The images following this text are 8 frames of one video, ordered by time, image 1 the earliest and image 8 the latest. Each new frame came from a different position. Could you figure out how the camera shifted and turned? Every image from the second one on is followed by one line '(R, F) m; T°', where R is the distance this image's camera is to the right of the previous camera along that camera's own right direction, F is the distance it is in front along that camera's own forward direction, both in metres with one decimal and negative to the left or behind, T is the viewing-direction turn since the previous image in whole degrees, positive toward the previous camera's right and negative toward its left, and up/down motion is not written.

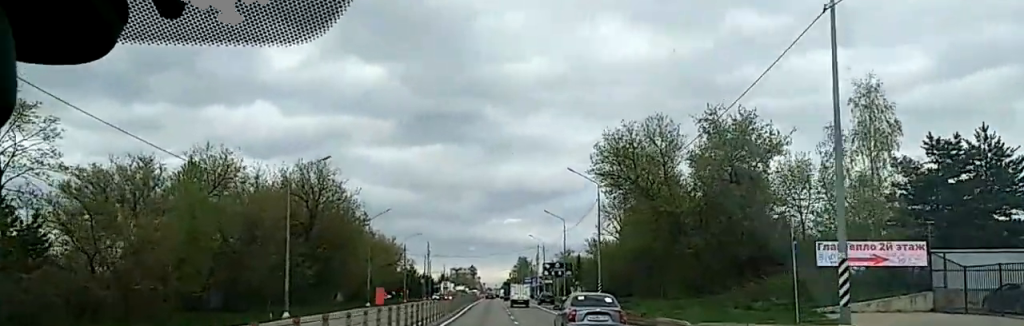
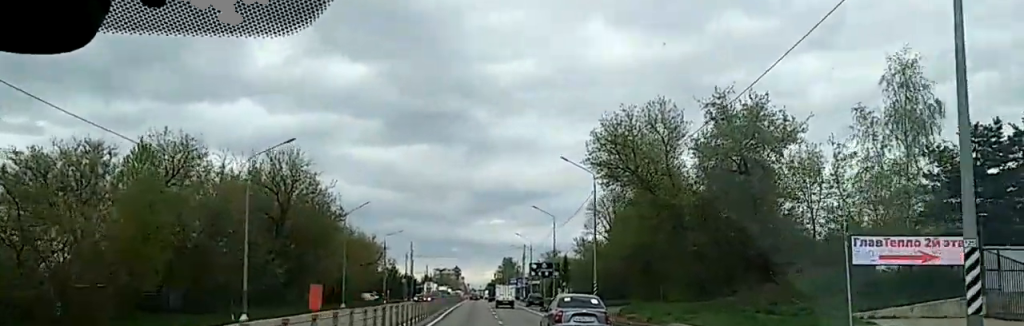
(-0.2, +5.8) m; 0°
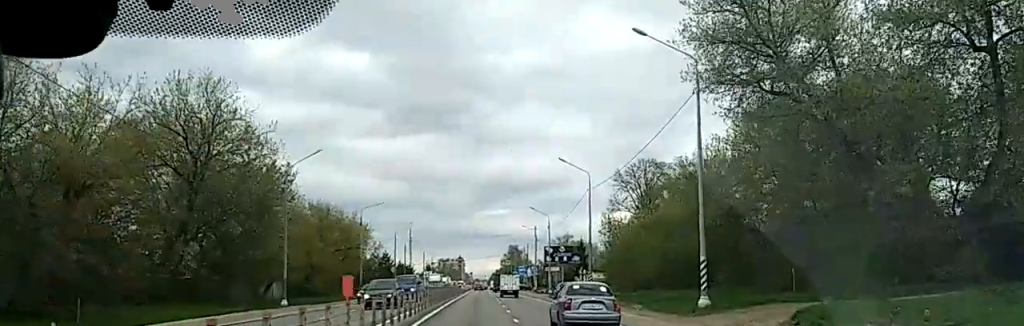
(+0.4, +27.6) m; +1°
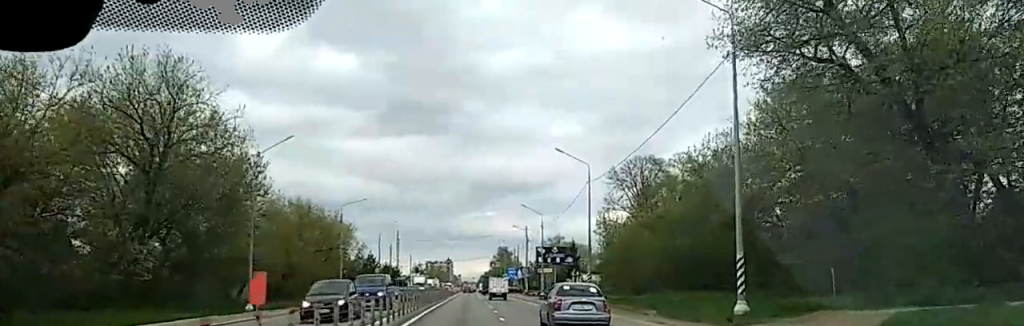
(0.0, +5.7) m; 0°
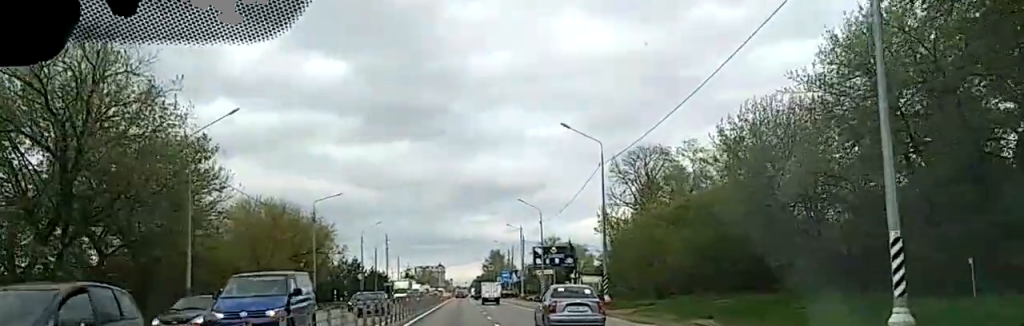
(0.0, +10.2) m; +1°
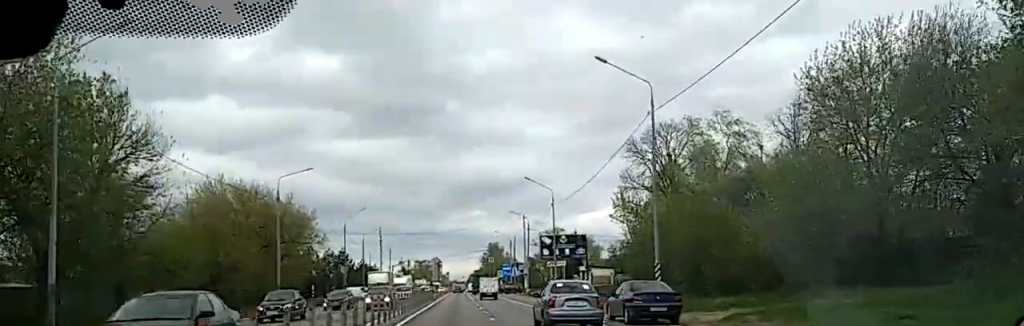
(+0.2, +14.2) m; 0°
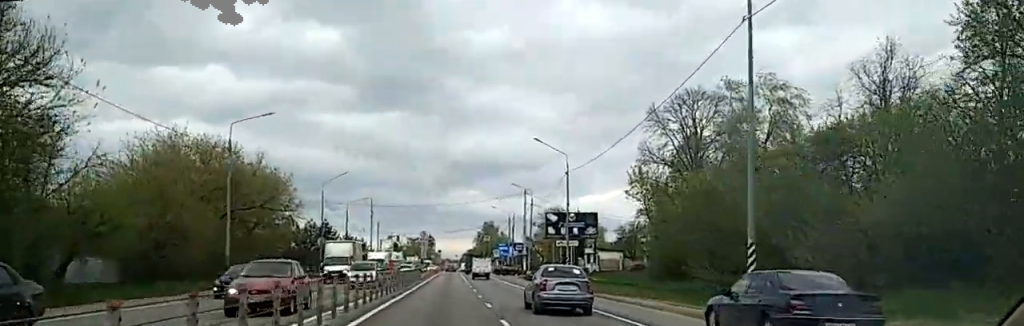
(-0.2, +12.3) m; -1°
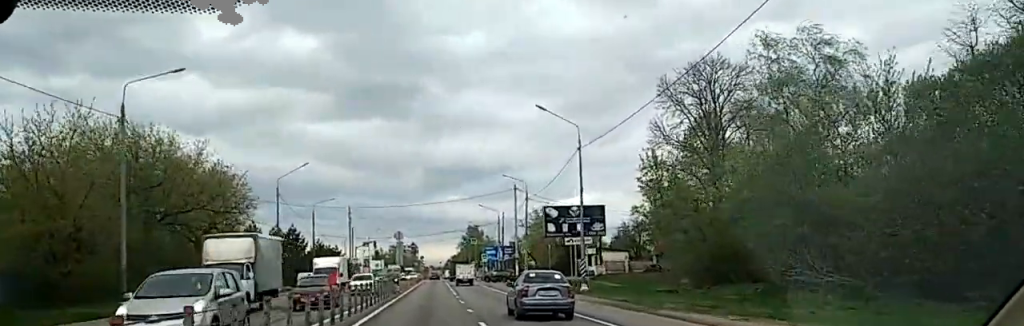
(0.0, +13.3) m; 0°
